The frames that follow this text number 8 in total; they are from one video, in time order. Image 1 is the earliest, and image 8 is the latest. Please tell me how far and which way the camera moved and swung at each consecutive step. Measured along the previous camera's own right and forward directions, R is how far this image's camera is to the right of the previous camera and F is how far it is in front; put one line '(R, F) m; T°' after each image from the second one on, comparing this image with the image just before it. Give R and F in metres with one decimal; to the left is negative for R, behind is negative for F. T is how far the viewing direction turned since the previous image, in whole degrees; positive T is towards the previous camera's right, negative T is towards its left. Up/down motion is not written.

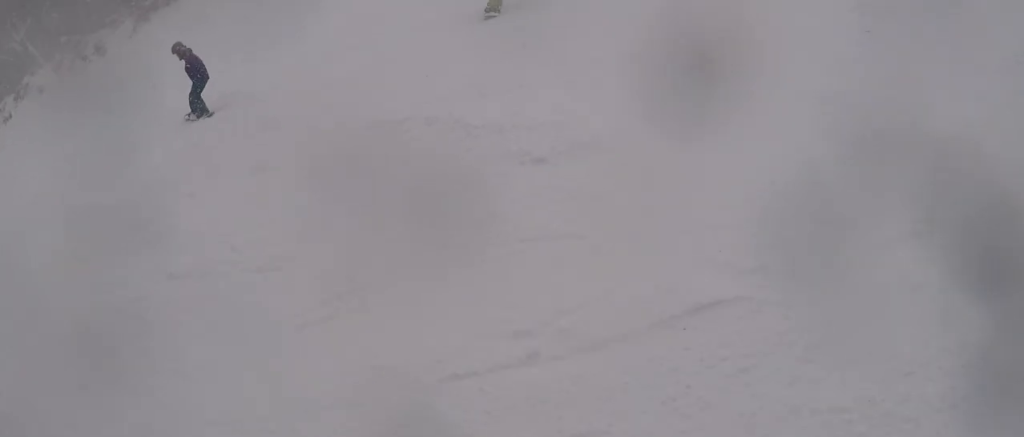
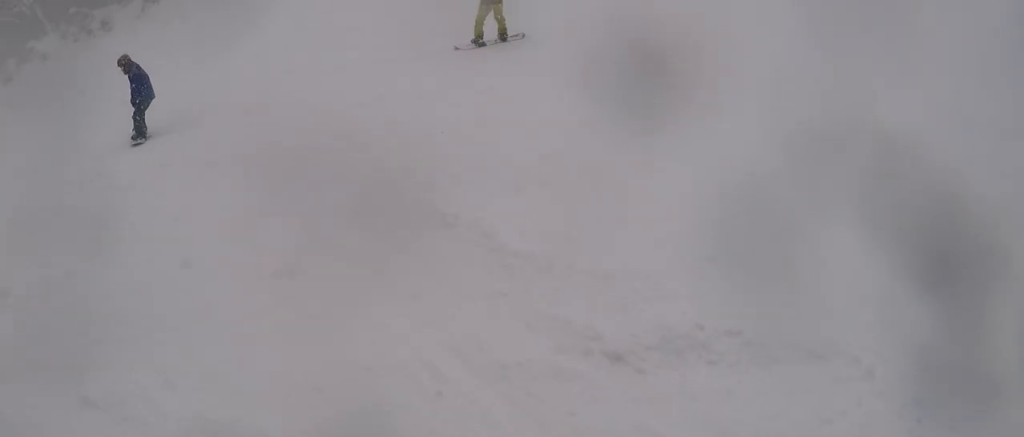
(+0.1, +1.3) m; 0°
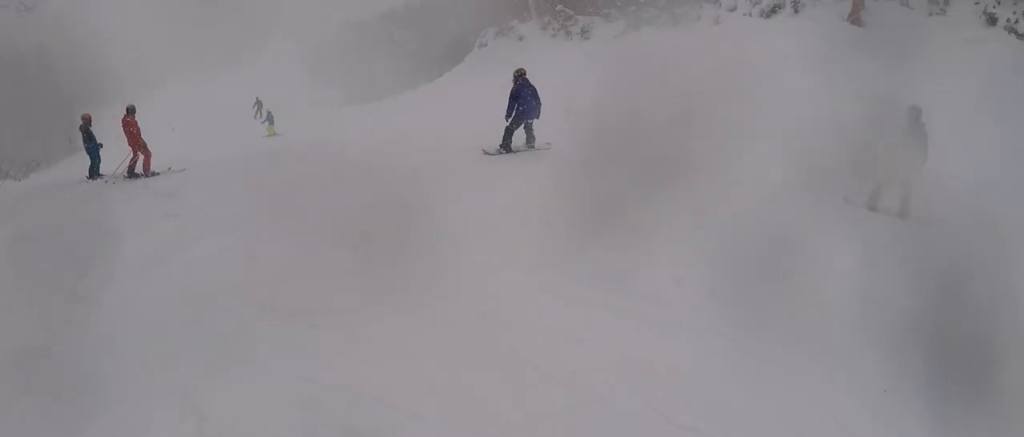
(+0.1, +1.6) m; -29°
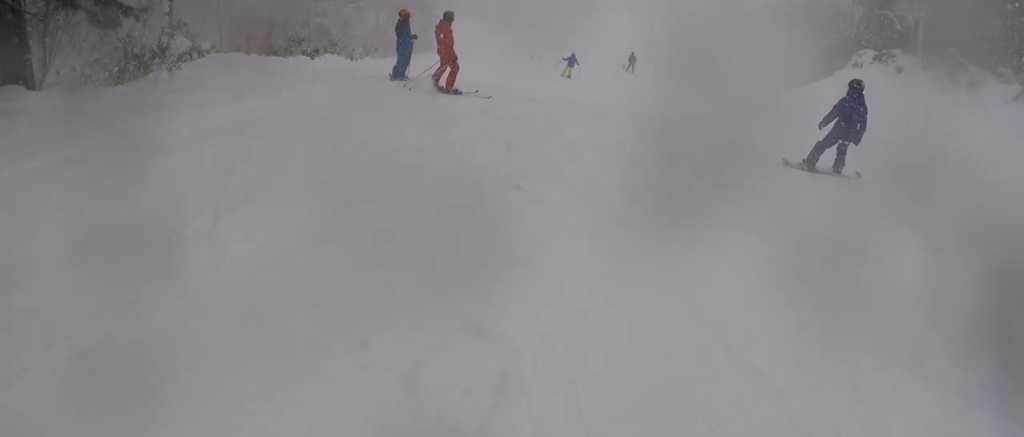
(-1.0, +1.9) m; -18°
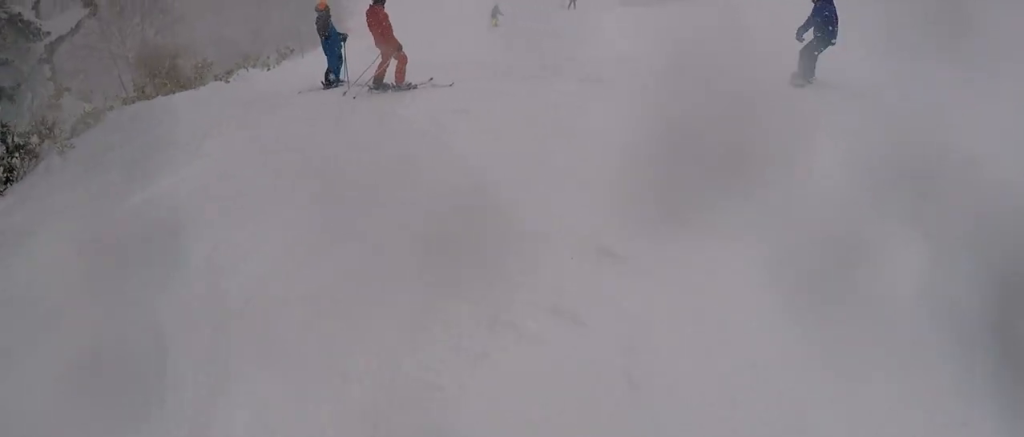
(+0.2, +1.8) m; +24°
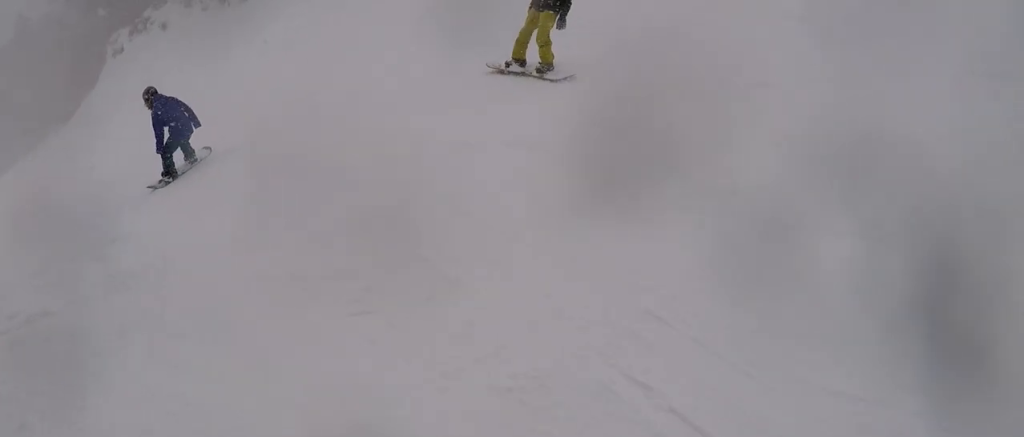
(+0.9, +2.9) m; +19°
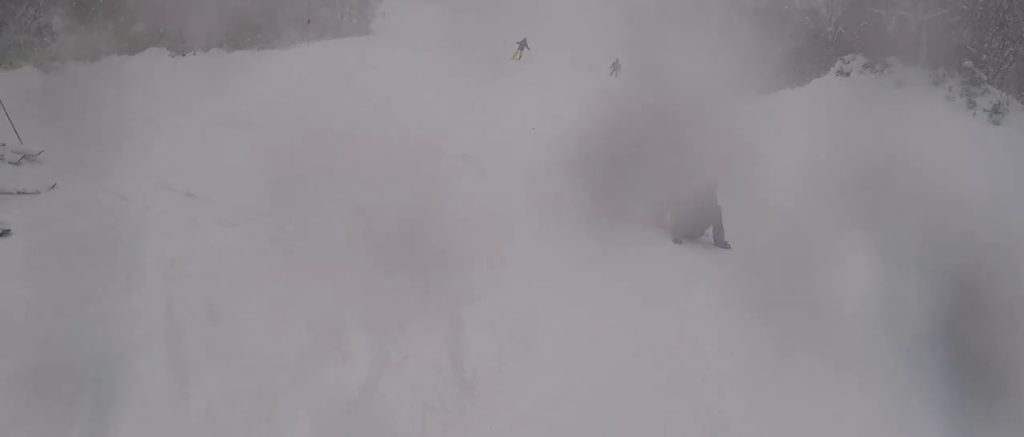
(-1.3, +4.7) m; -39°
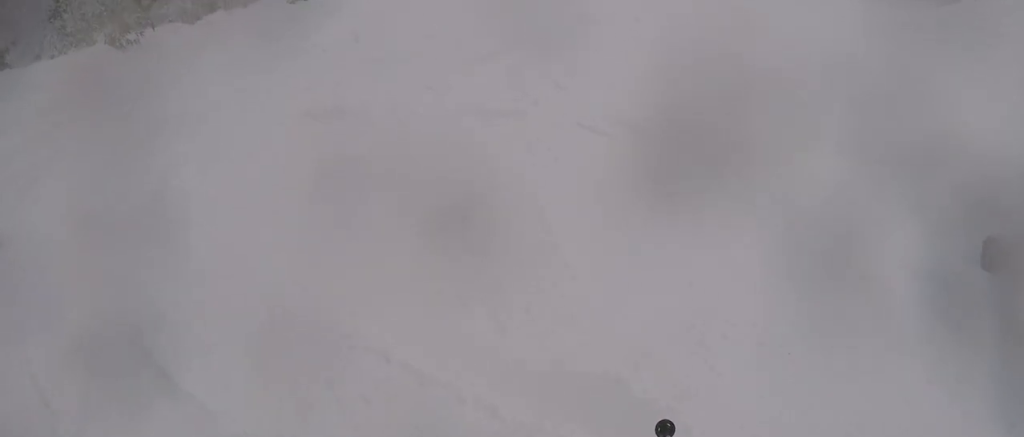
(-0.8, +3.8) m; -14°
